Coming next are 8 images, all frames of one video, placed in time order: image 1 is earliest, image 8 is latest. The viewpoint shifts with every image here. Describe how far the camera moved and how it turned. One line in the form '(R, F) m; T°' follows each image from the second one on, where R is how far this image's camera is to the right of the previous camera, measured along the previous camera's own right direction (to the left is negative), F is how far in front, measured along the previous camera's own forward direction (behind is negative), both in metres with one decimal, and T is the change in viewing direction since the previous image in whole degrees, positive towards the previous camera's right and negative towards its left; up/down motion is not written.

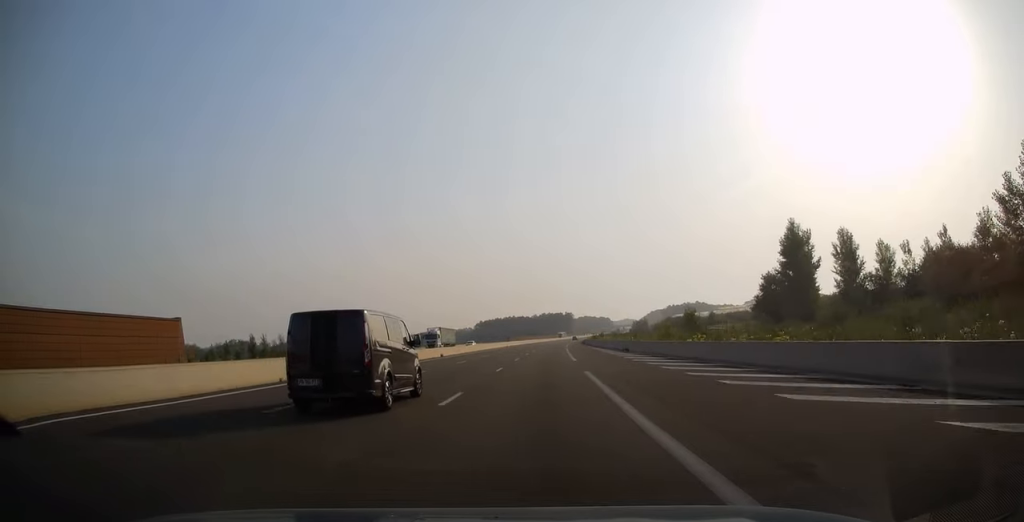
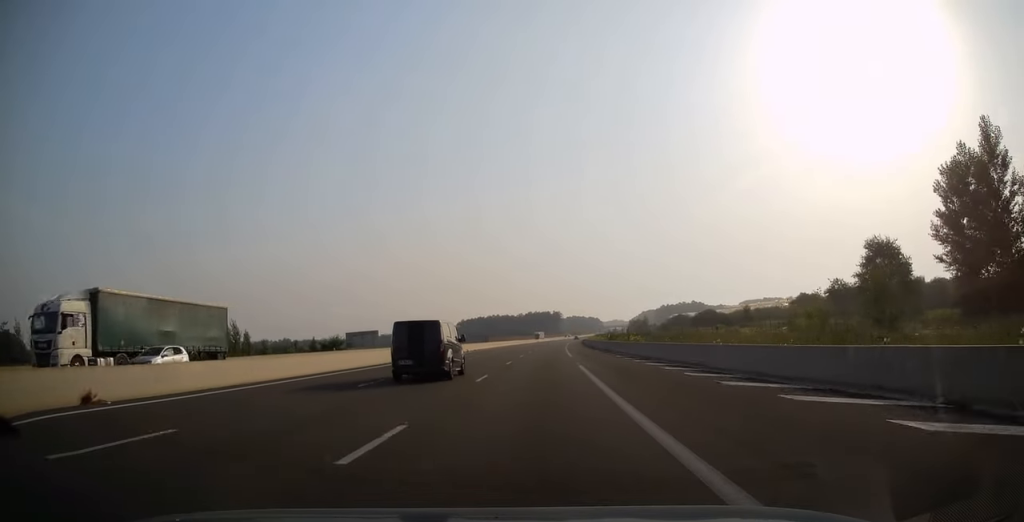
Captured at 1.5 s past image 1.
(+0.6, +45.2) m; +2°
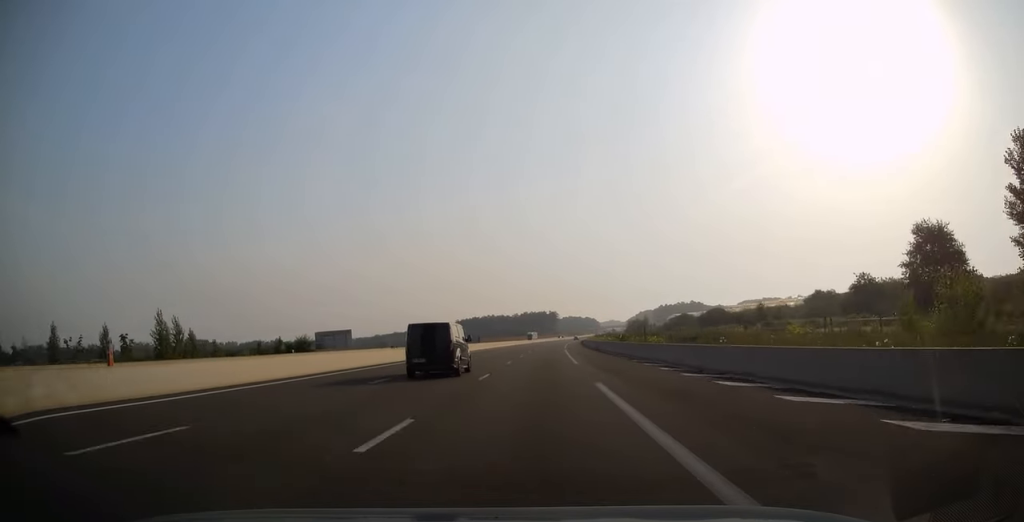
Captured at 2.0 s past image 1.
(+0.1, +12.3) m; 0°
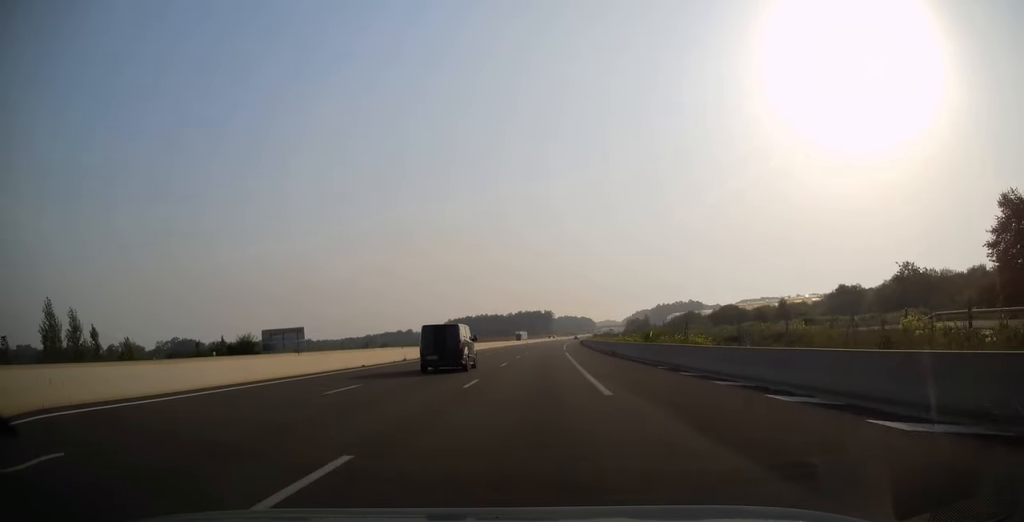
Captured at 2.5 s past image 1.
(+0.1, +16.2) m; +1°
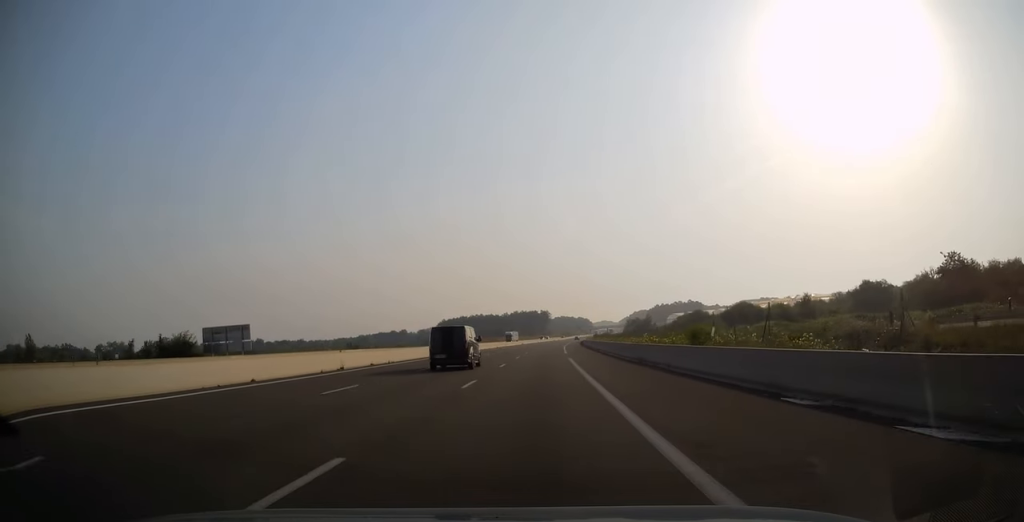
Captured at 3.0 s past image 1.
(0.0, +13.3) m; 0°
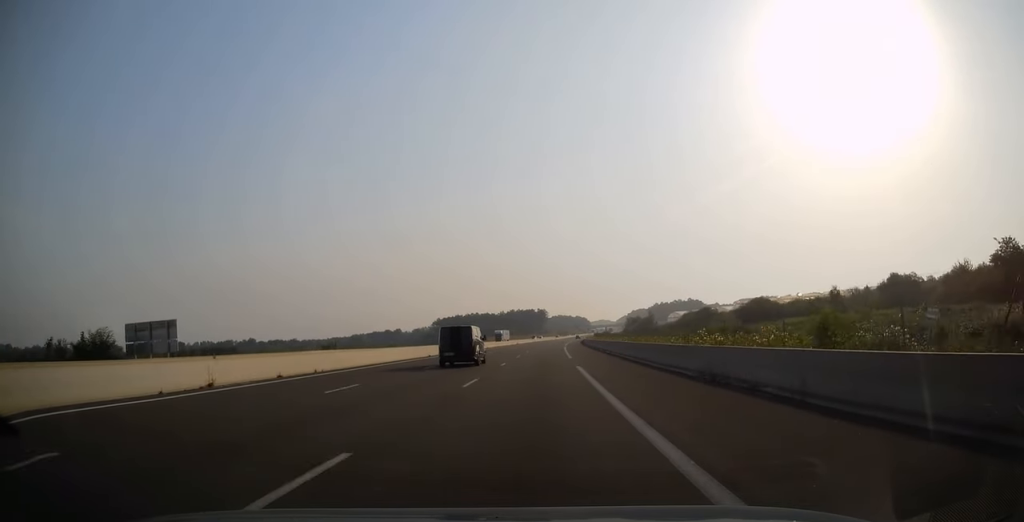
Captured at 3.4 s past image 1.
(+0.1, +12.7) m; 0°
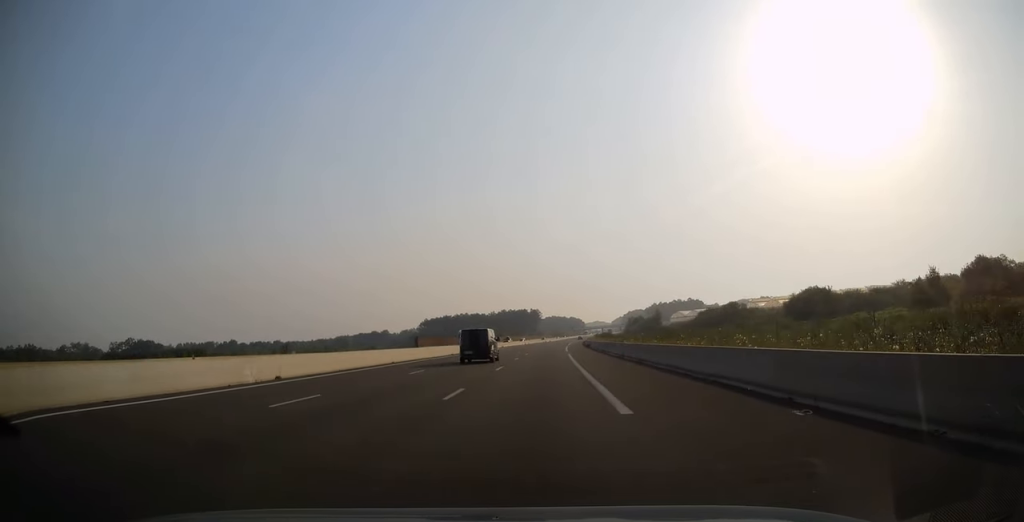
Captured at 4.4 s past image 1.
(+0.3, +29.4) m; +1°
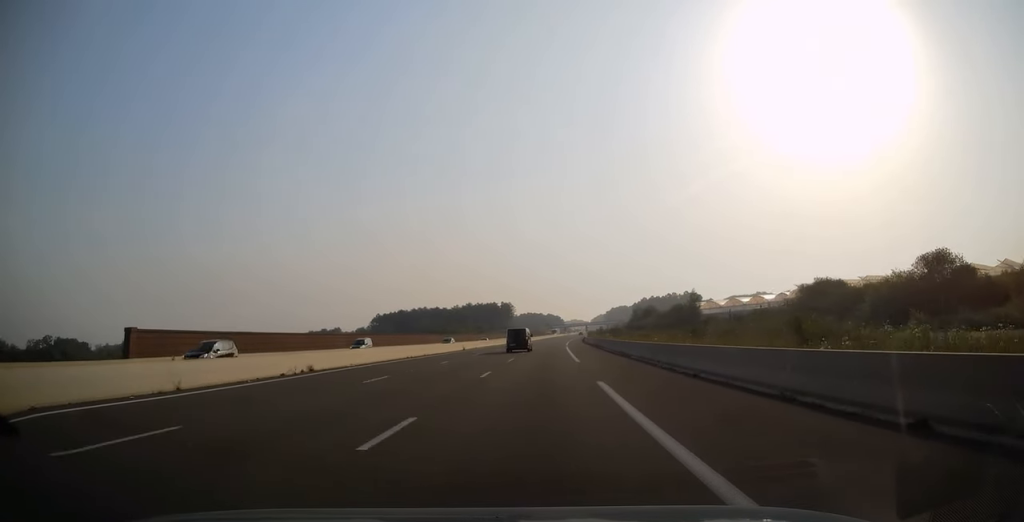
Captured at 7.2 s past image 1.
(+0.8, +84.6) m; +2°
